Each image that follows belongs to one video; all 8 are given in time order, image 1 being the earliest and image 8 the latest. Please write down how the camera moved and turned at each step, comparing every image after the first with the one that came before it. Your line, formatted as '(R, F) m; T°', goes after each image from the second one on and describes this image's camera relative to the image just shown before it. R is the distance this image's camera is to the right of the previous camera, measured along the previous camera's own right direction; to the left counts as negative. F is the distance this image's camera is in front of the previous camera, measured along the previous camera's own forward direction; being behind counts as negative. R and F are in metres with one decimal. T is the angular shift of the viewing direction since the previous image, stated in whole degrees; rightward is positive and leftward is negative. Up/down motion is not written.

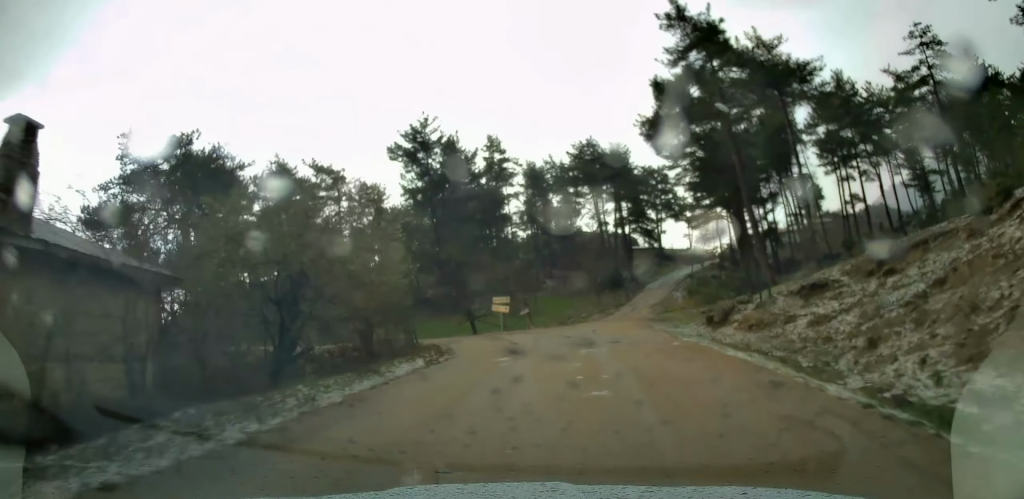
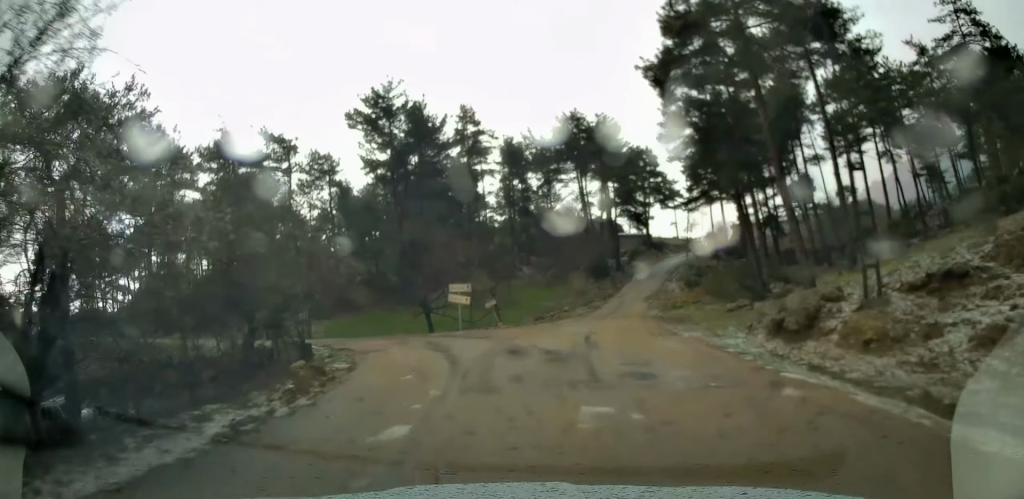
(+0.4, +9.2) m; +1°
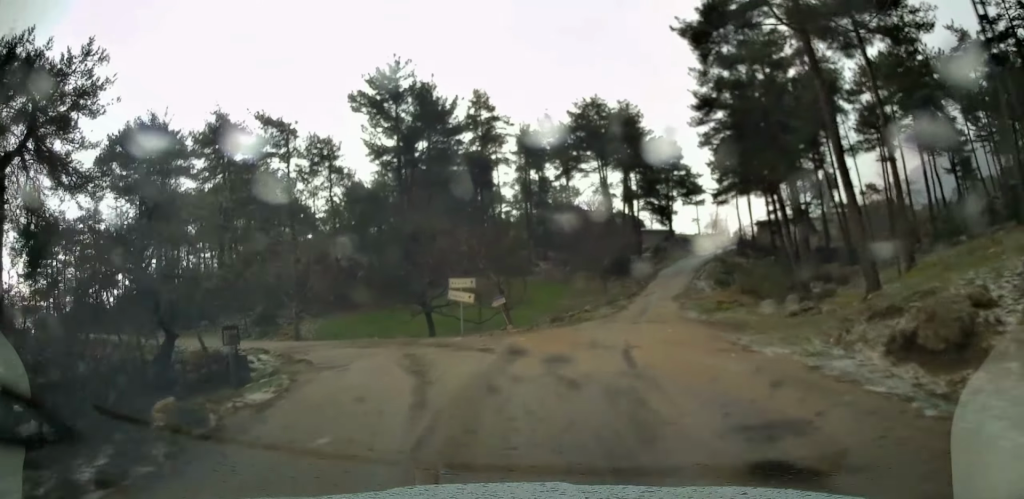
(0.0, +5.0) m; -2°
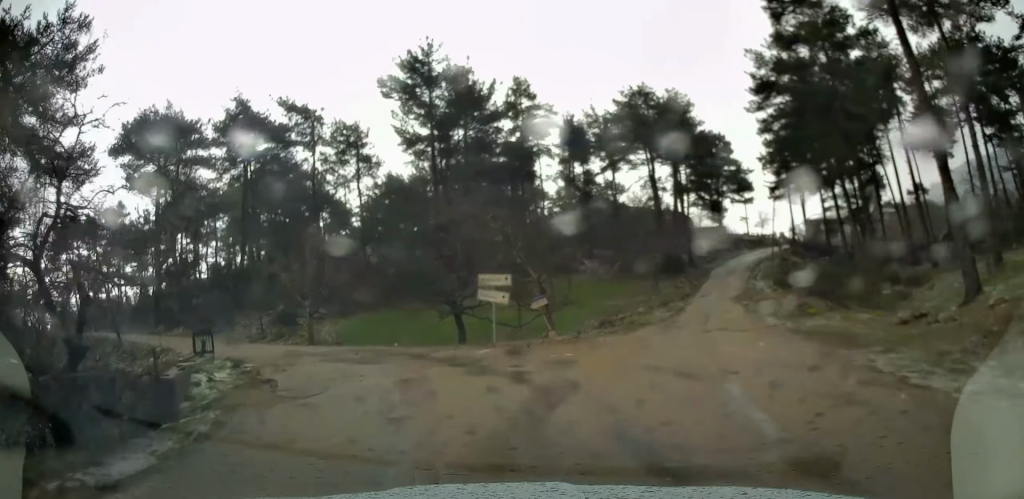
(-0.1, +4.4) m; -4°
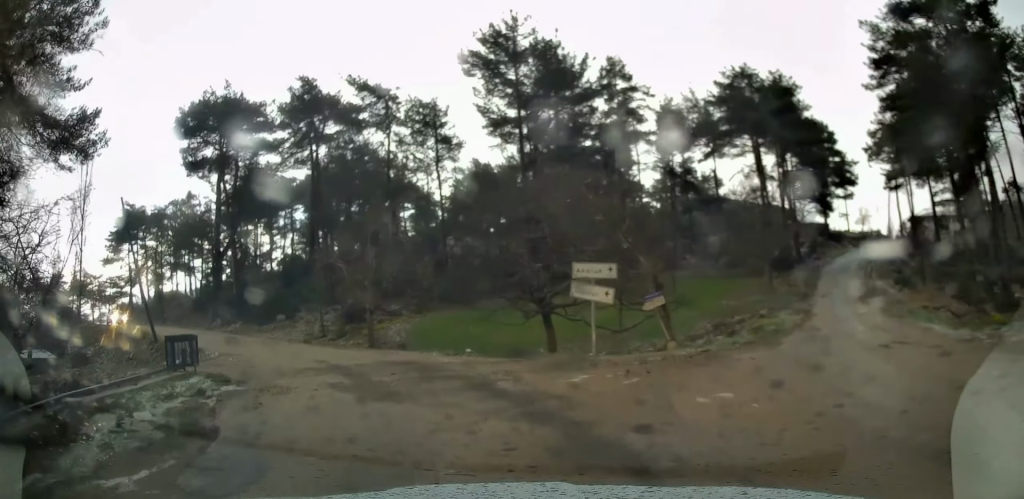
(0.0, +5.4) m; -8°
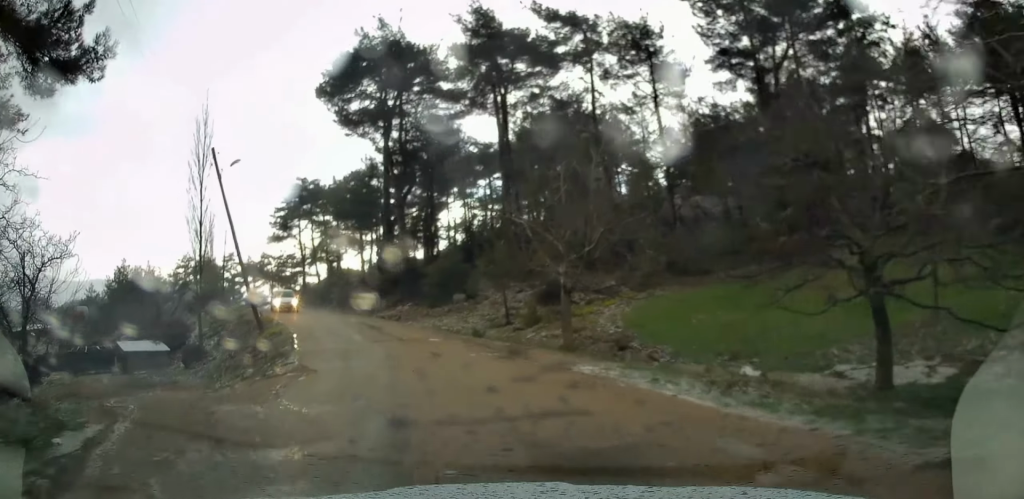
(-2.6, +9.8) m; -23°
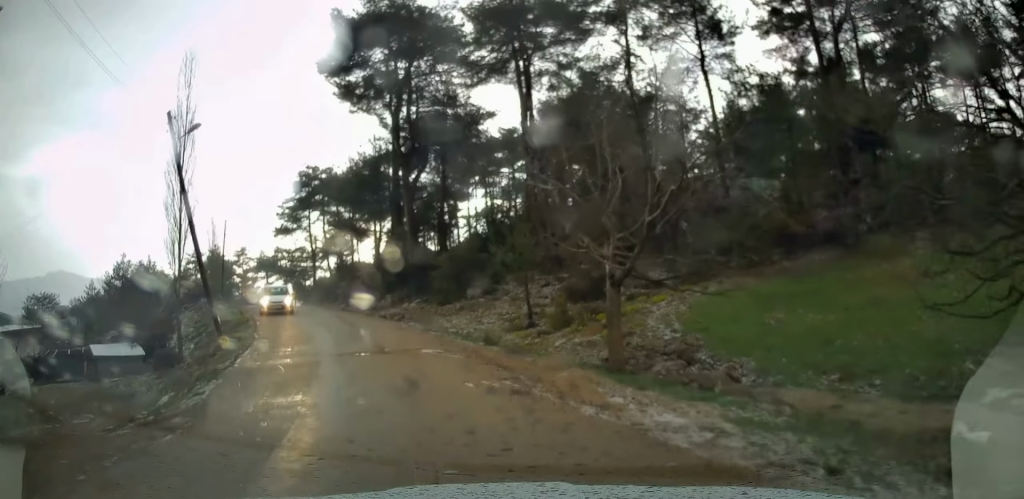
(-0.4, +5.3) m; -7°
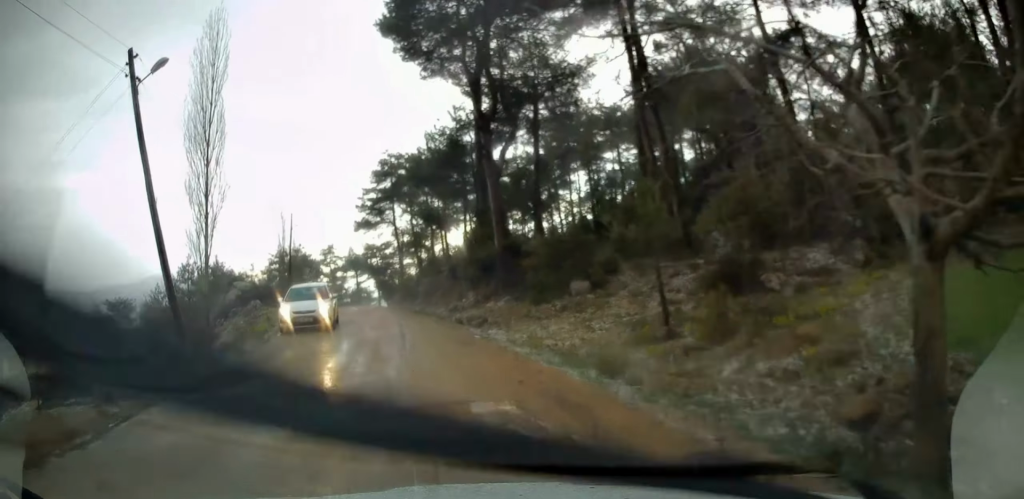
(-0.4, +6.9) m; -7°
